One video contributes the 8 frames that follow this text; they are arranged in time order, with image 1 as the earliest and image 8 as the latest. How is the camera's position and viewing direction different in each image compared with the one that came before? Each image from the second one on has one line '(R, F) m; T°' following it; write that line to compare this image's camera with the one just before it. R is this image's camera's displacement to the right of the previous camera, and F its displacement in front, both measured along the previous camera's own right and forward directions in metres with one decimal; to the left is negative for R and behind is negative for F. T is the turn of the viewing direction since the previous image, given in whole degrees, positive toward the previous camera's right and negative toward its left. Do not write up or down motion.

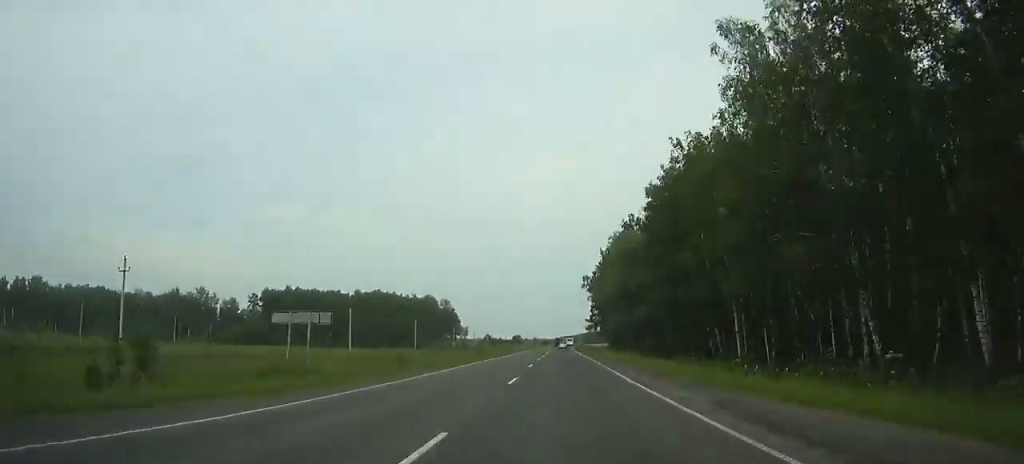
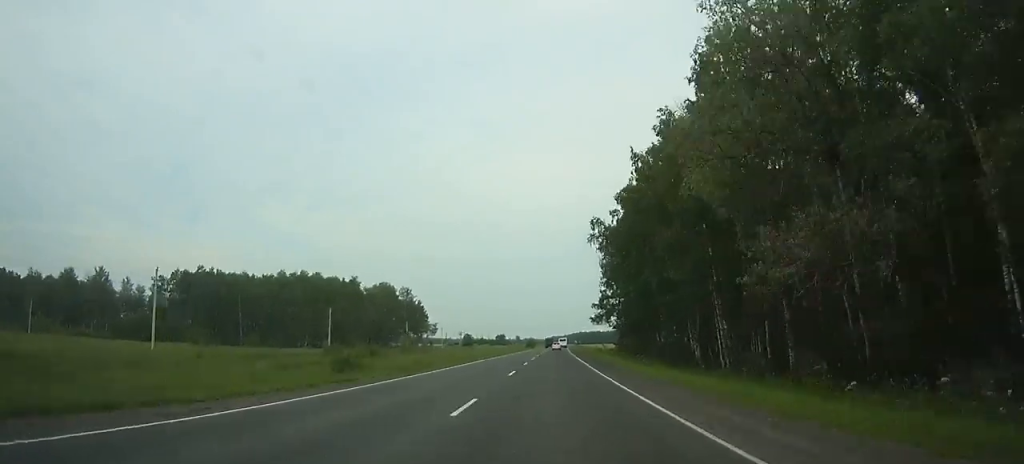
(+0.1, +52.7) m; 0°
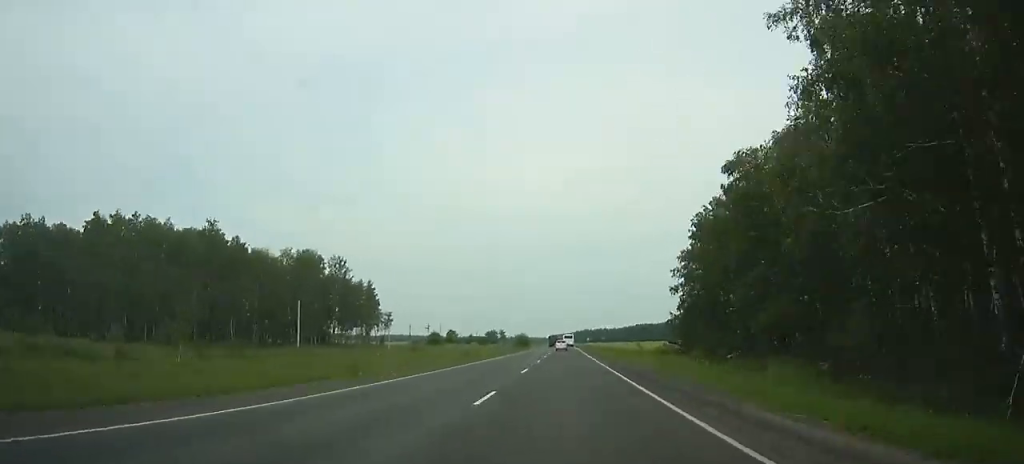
(+0.3, +65.5) m; +1°
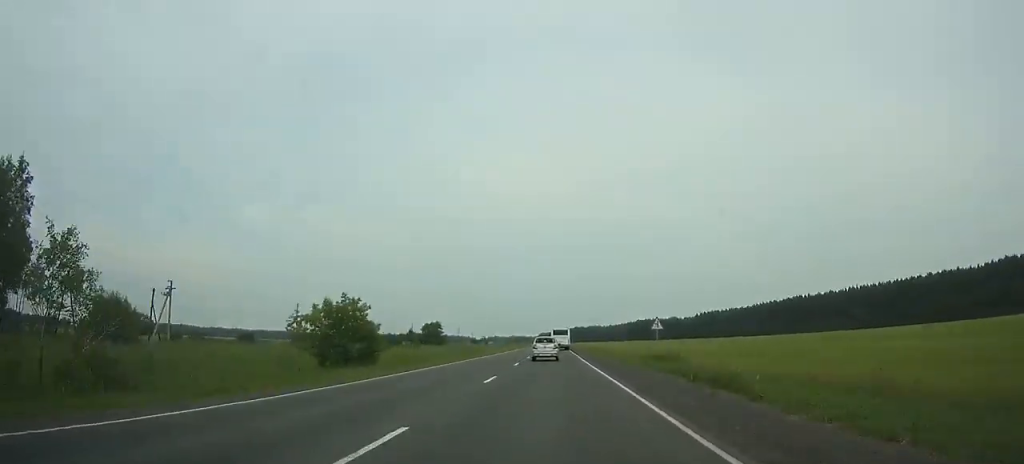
(-0.1, +122.8) m; -1°
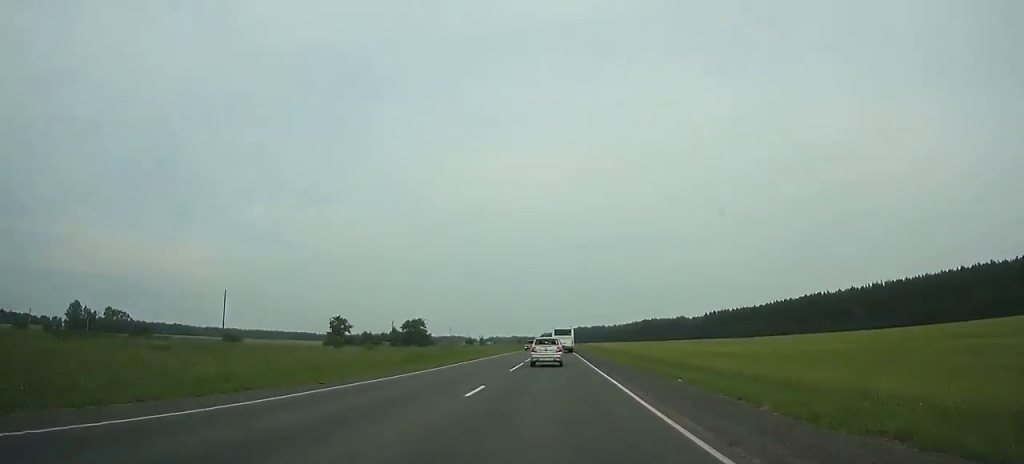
(-0.2, +30.0) m; 0°
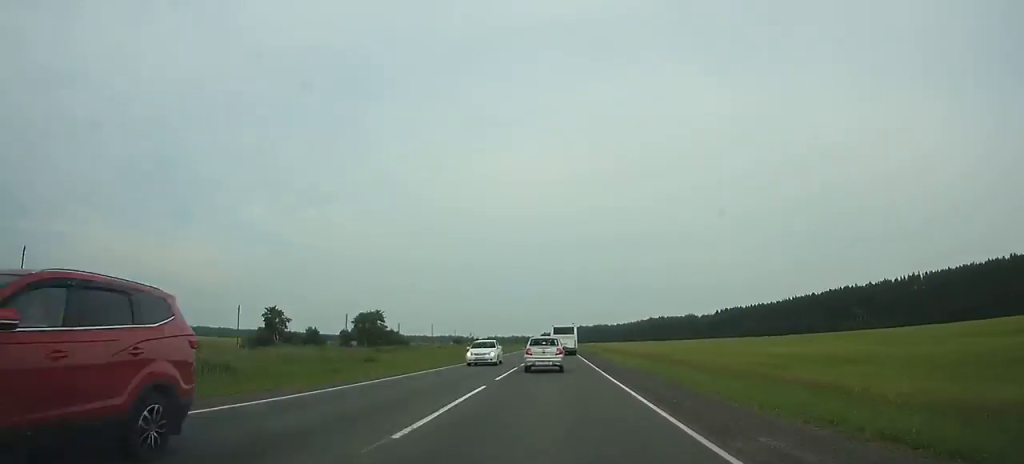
(-0.1, +42.9) m; 0°
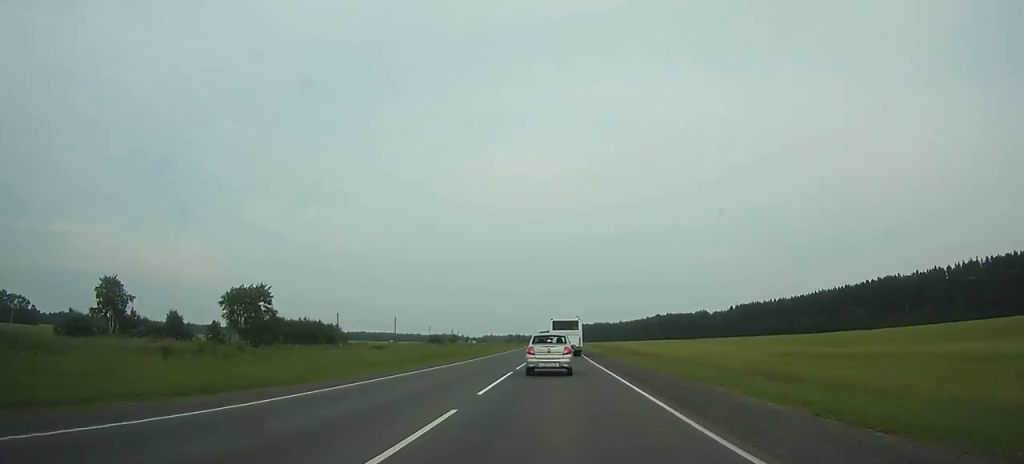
(+0.5, +52.1) m; +1°
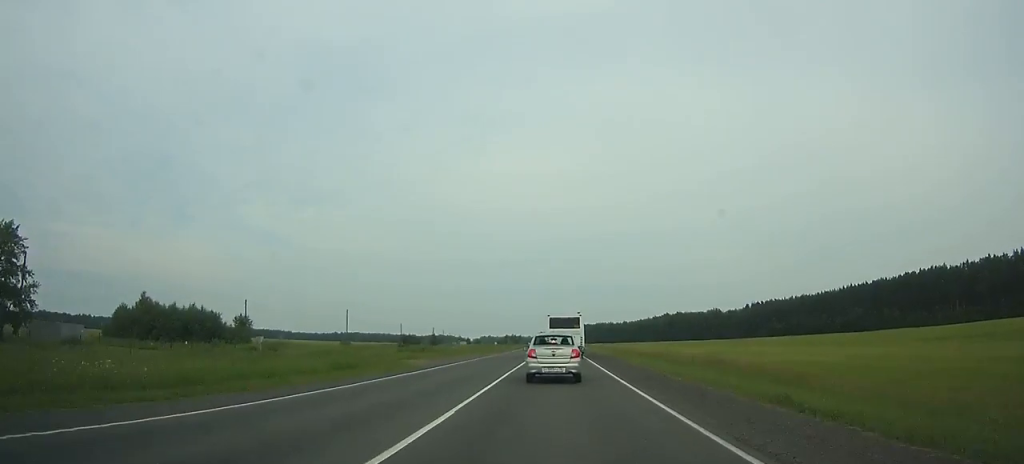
(+0.2, +40.0) m; 0°
